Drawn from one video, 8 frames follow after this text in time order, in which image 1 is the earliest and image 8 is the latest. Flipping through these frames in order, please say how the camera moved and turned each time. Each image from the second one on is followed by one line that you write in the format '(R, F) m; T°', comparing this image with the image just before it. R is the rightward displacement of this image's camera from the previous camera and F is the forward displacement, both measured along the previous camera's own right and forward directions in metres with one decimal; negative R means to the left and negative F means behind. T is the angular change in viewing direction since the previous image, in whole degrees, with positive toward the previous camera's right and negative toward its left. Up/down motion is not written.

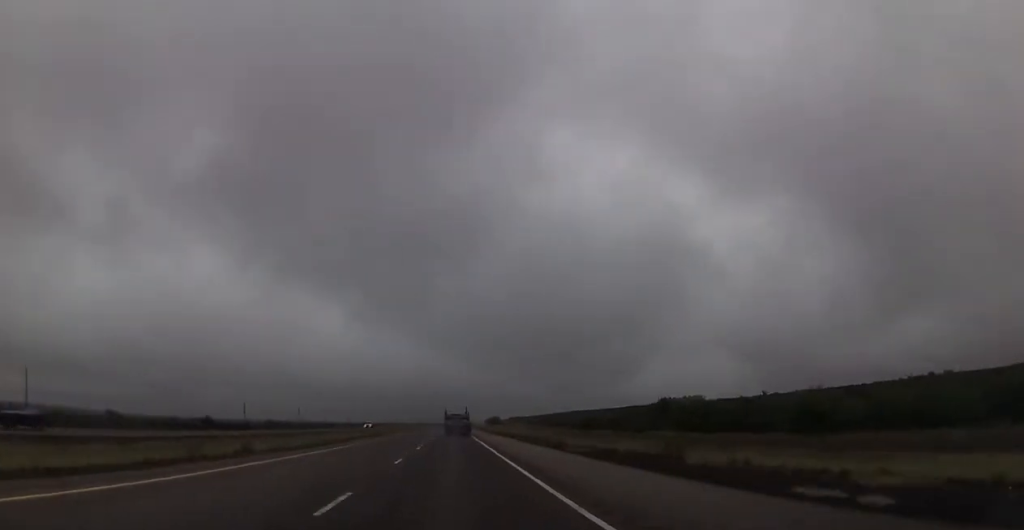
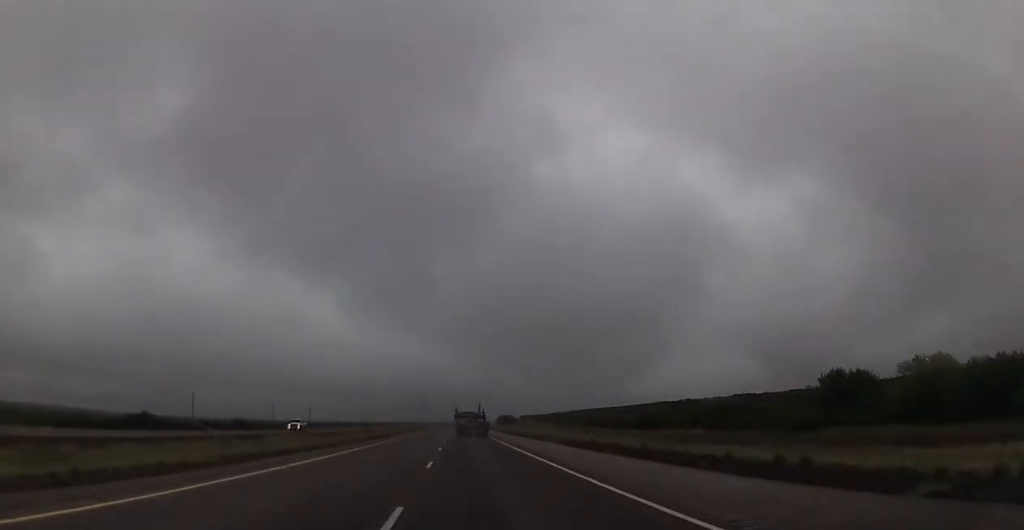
(-0.3, +51.0) m; -1°
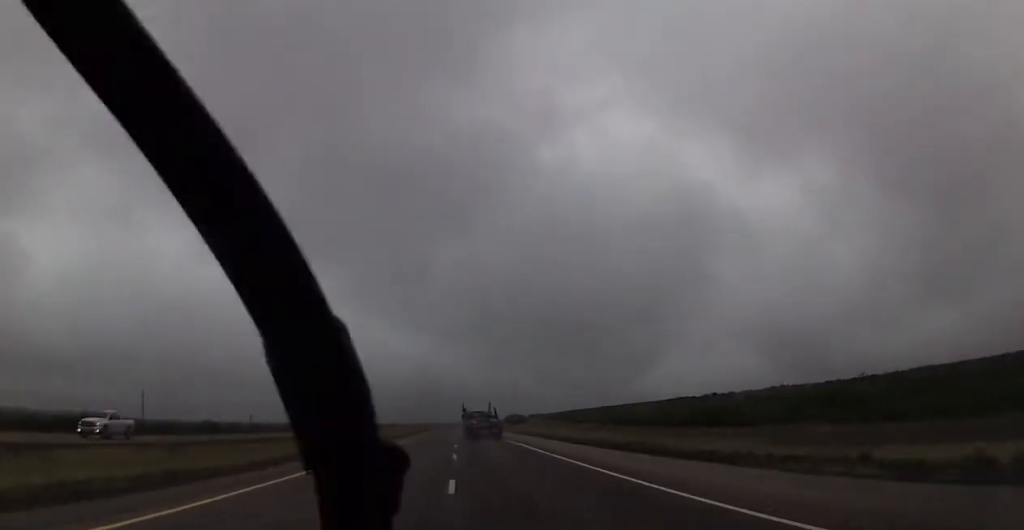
(-0.1, +31.6) m; 0°
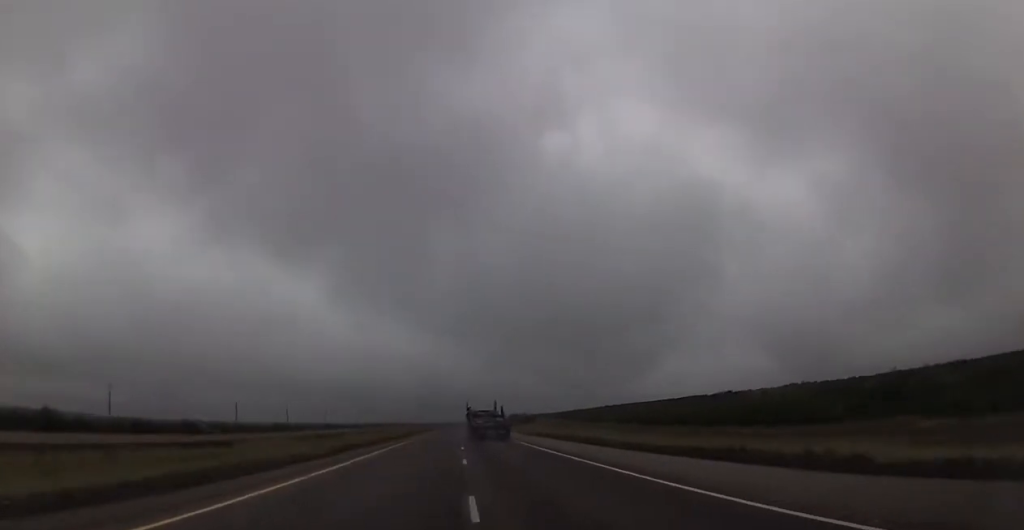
(0.0, +15.8) m; 0°
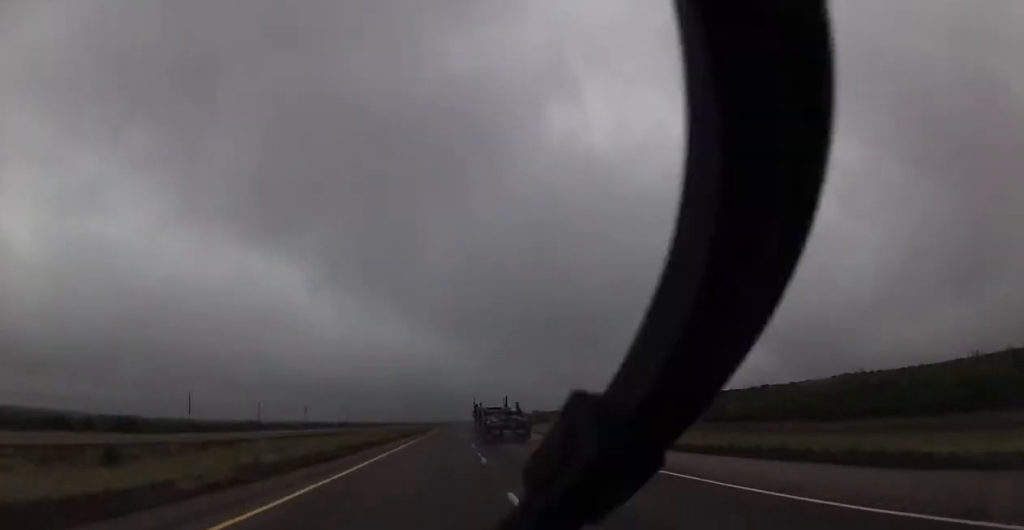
(0.0, +36.4) m; 0°
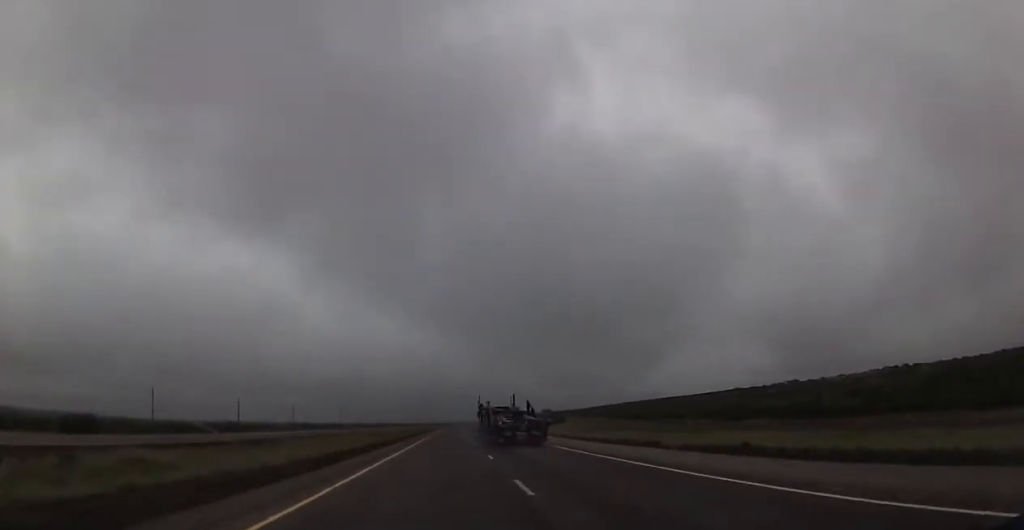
(+0.2, +21.9) m; 0°
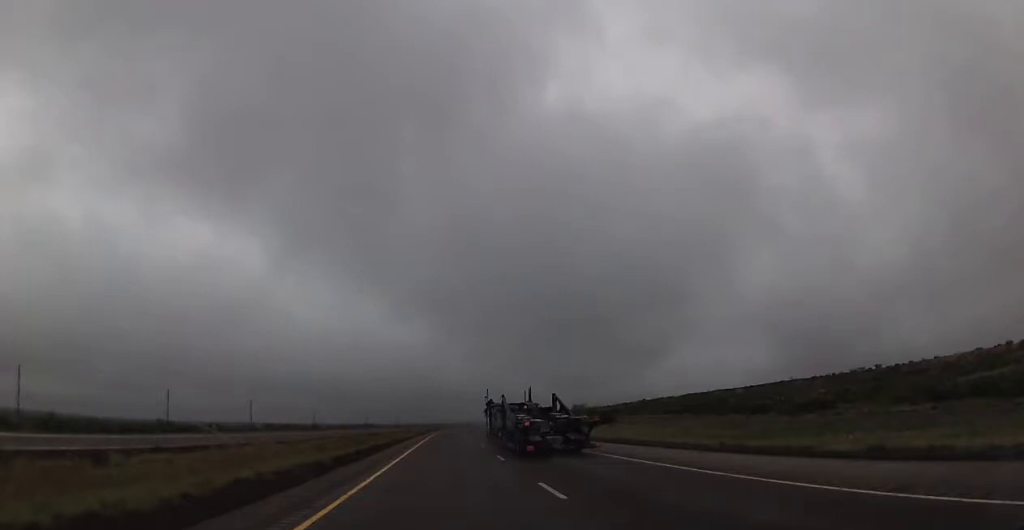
(-0.6, +49.8) m; 0°
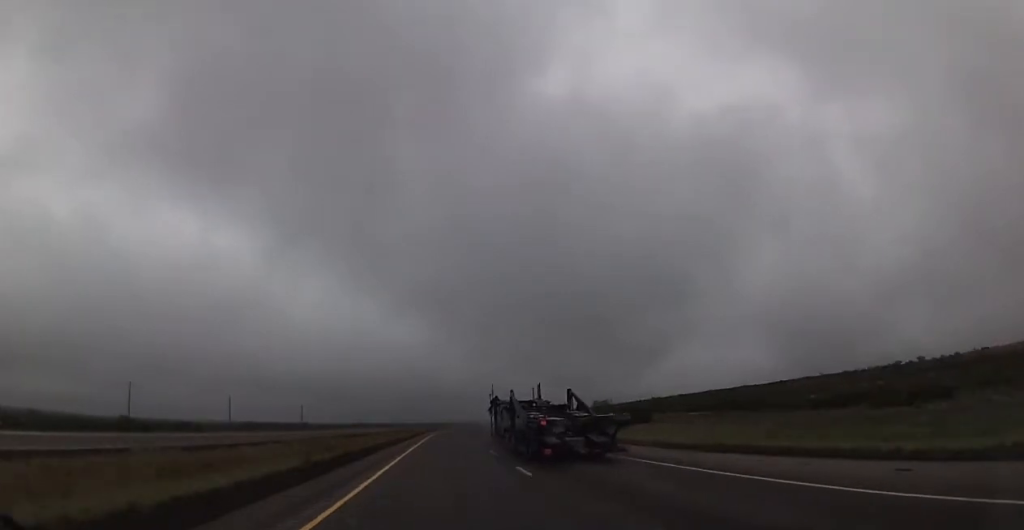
(+0.4, +19.4) m; +1°
